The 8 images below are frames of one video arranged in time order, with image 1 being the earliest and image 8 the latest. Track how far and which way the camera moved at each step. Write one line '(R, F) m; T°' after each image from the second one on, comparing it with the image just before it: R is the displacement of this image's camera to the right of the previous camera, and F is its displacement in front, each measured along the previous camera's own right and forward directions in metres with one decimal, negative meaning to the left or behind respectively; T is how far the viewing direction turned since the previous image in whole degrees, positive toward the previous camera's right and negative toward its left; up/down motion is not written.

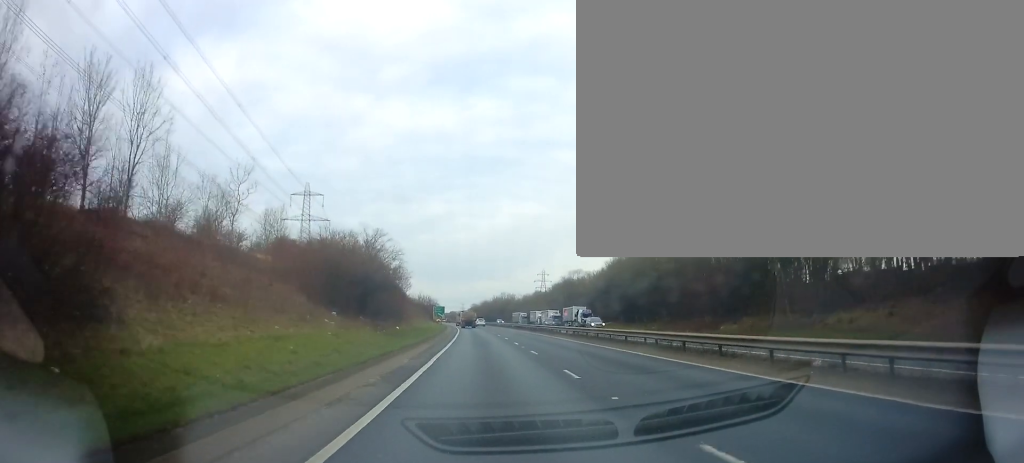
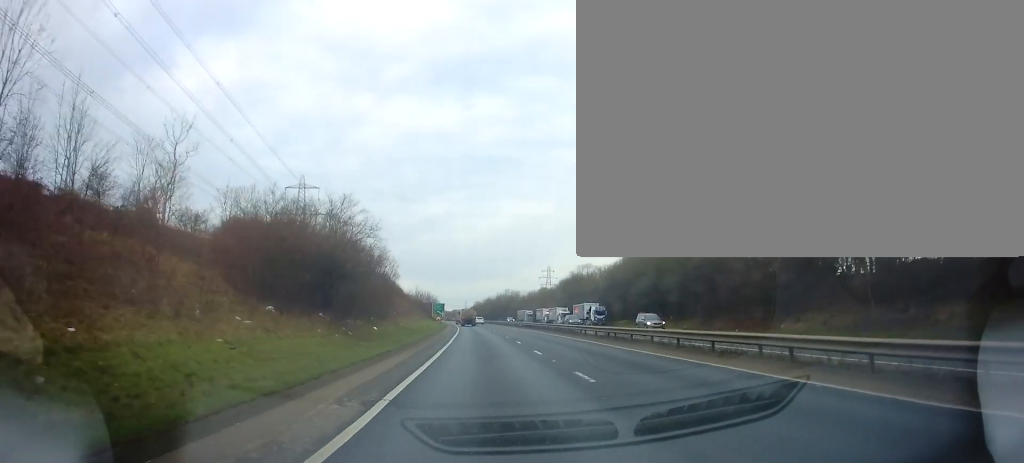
(0.0, +10.5) m; 0°
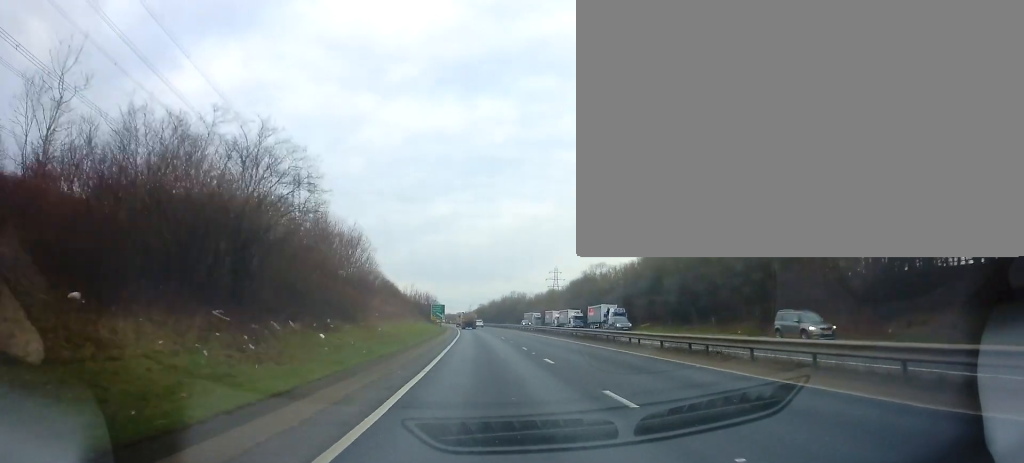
(-0.1, +12.1) m; 0°
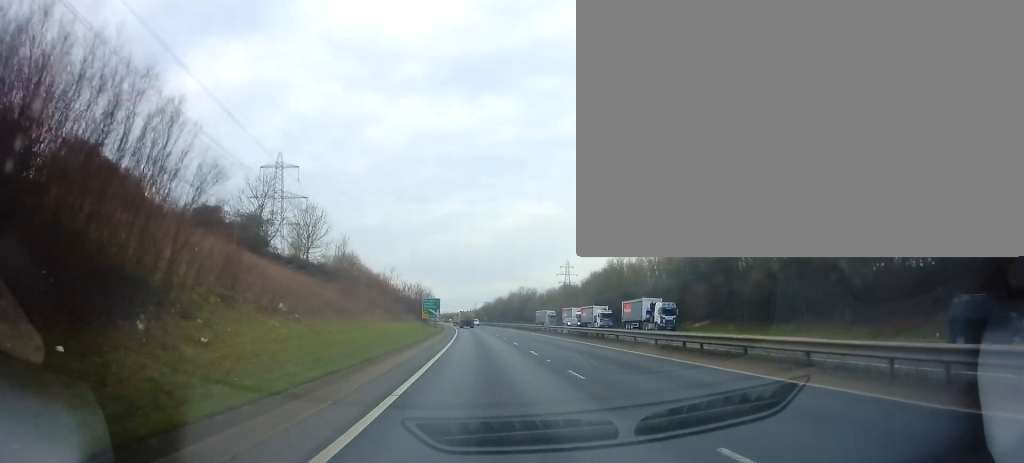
(-0.1, +23.4) m; -1°
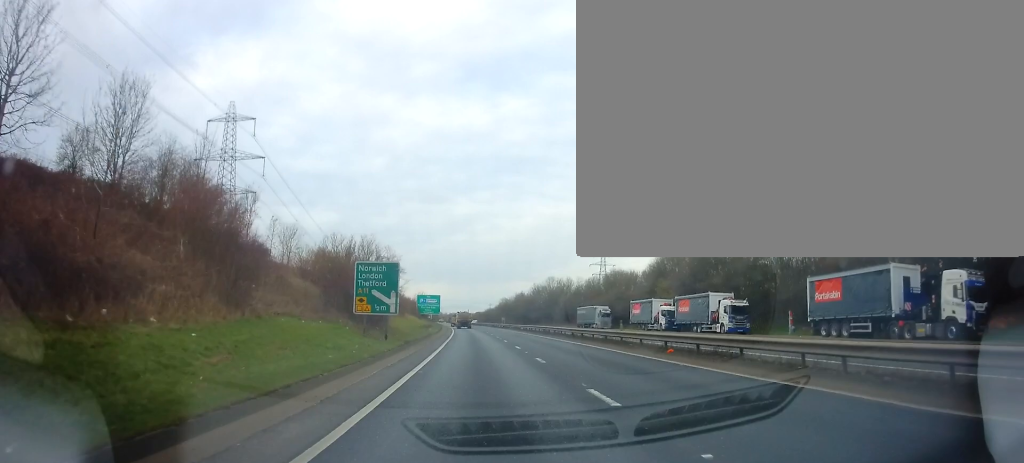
(-0.6, +49.7) m; -1°
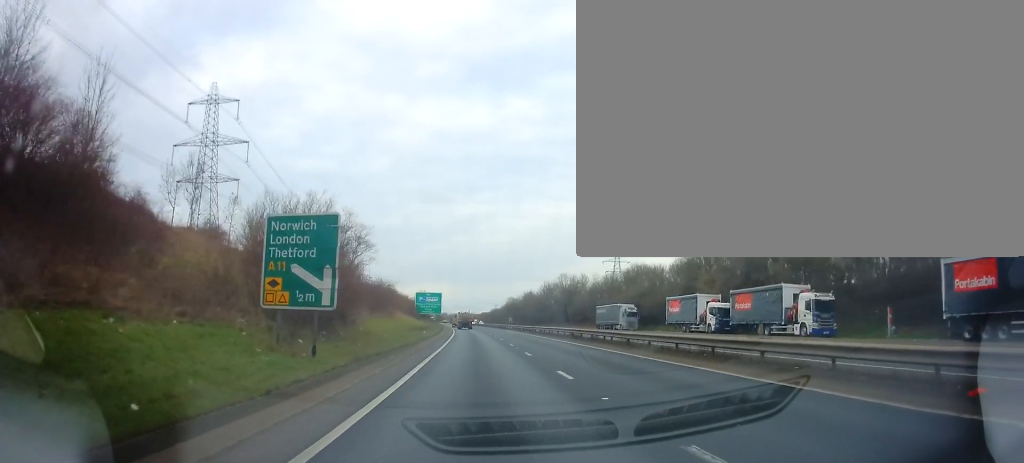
(+0.1, +14.0) m; 0°
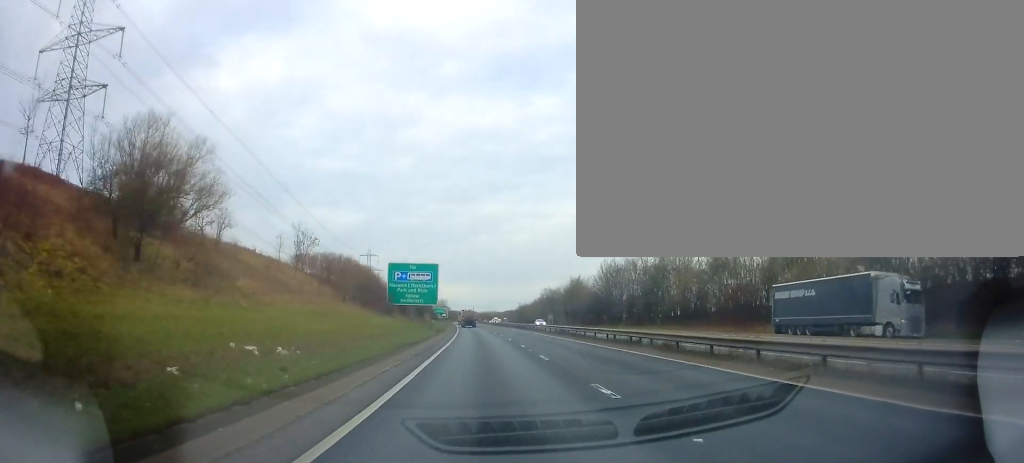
(-2.1, +58.3) m; -3°
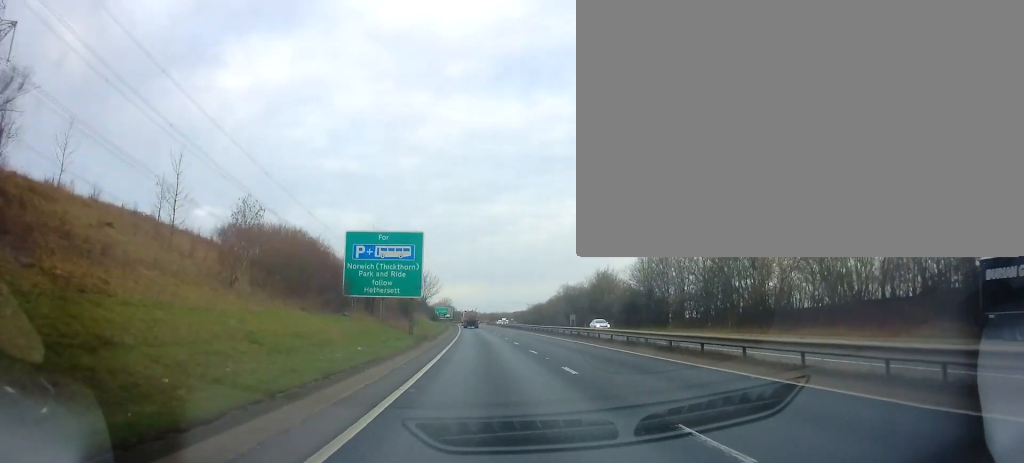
(-0.1, +22.8) m; 0°
